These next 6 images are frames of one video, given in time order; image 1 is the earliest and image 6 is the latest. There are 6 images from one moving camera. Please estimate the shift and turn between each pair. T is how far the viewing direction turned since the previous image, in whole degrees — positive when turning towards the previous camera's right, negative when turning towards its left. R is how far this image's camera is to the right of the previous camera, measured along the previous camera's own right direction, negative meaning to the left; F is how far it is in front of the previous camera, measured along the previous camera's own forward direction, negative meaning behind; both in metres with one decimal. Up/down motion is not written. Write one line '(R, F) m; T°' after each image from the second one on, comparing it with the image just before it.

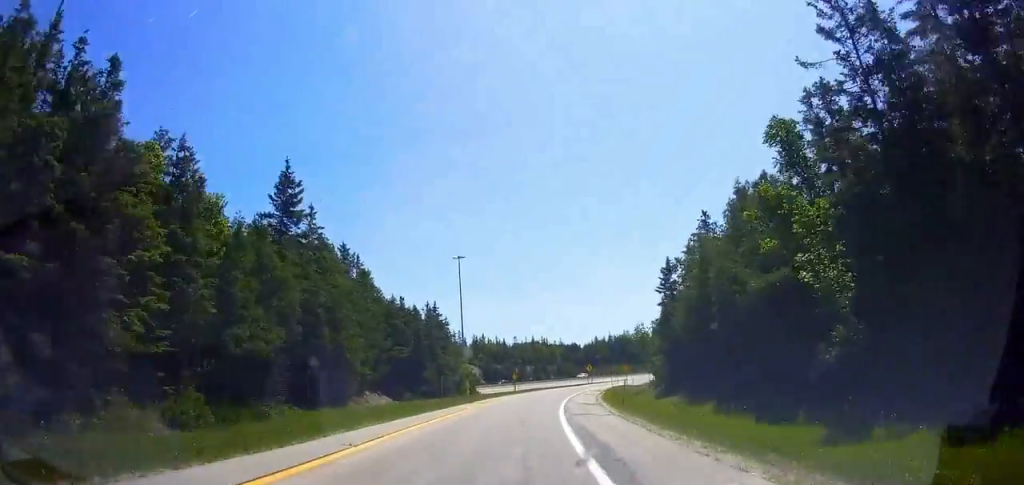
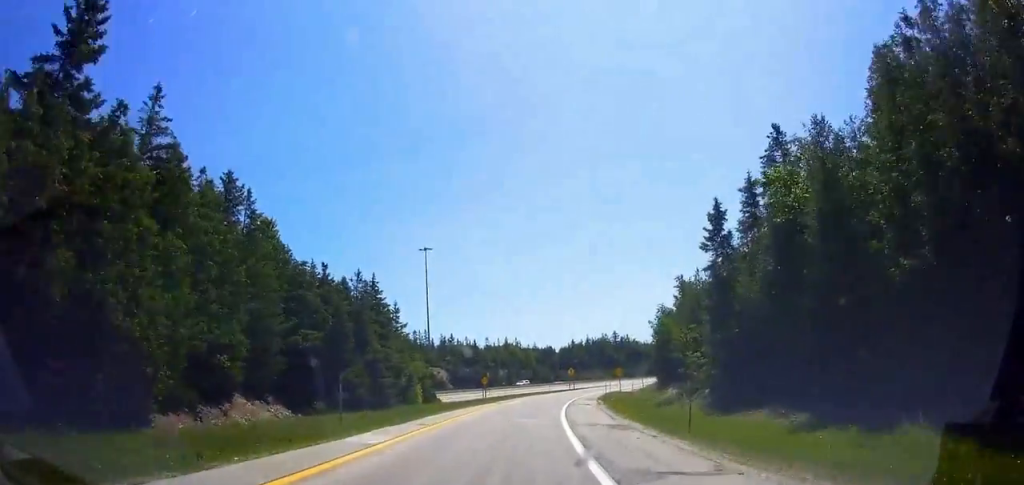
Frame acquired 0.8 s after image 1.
(+0.7, +15.5) m; +2°
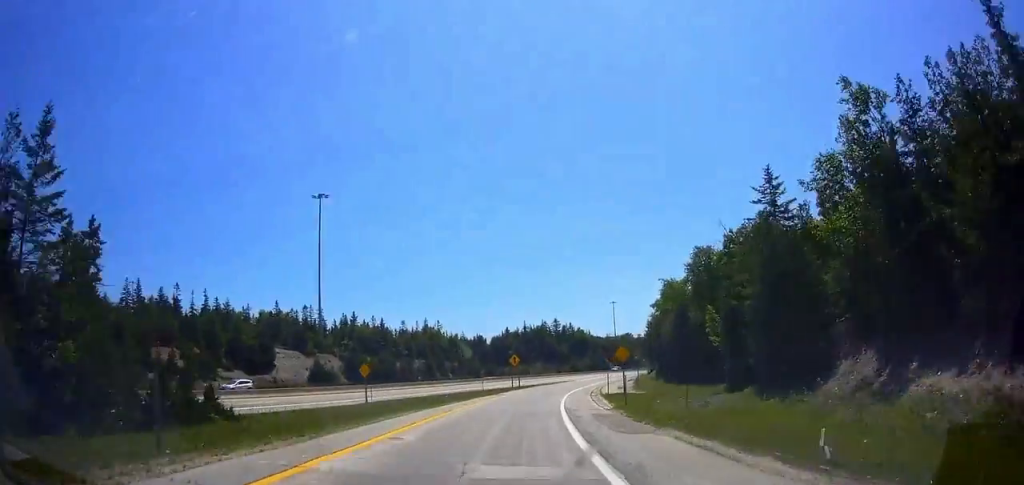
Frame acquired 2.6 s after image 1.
(+0.5, +37.5) m; +4°
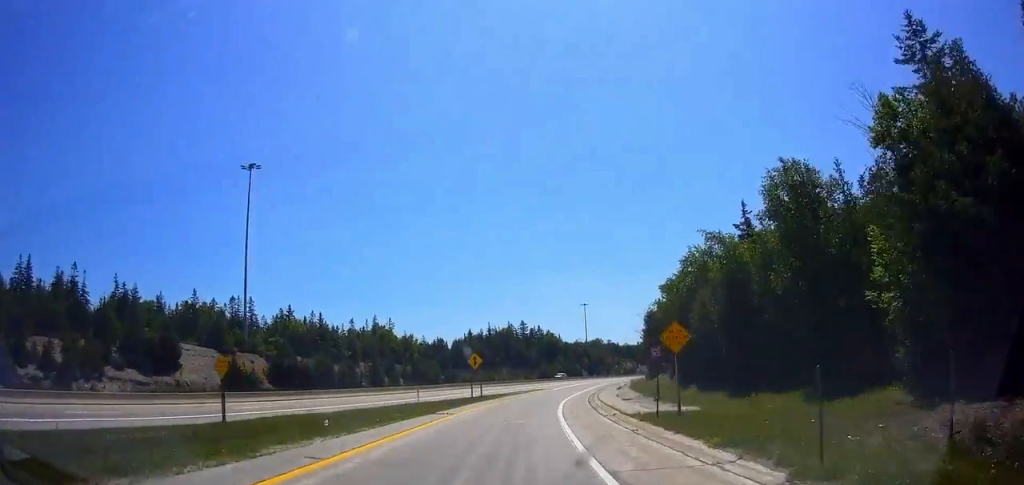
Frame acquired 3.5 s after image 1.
(+0.8, +18.7) m; +5°
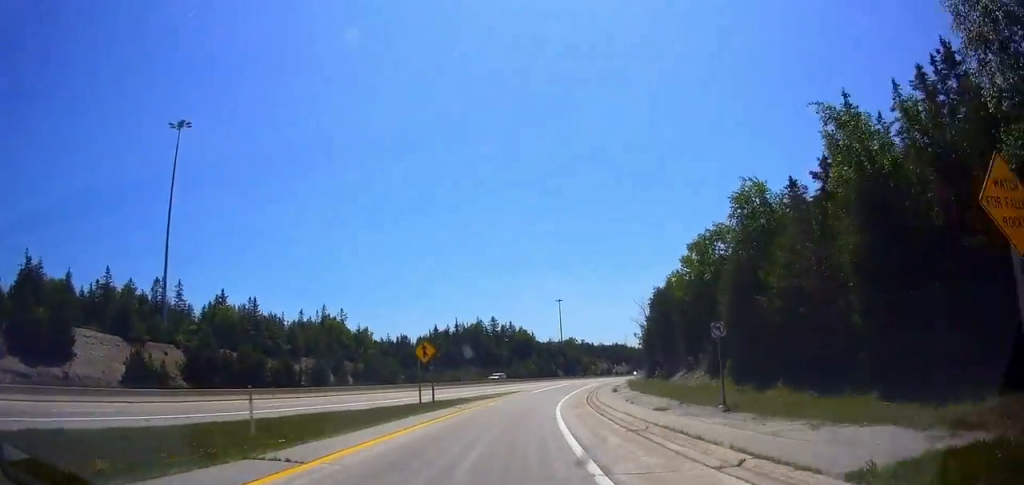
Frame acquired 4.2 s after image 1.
(+0.8, +15.5) m; +3°
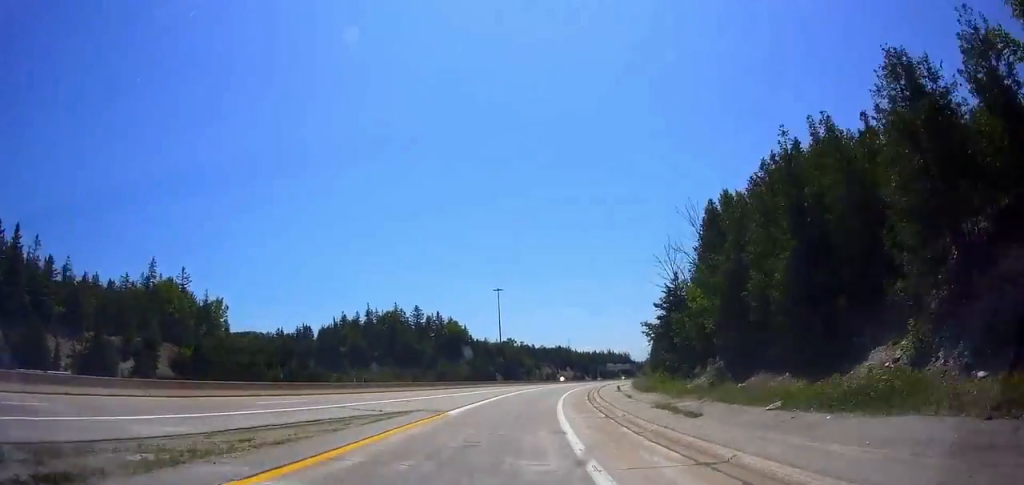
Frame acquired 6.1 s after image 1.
(+2.0, +39.3) m; +7°
